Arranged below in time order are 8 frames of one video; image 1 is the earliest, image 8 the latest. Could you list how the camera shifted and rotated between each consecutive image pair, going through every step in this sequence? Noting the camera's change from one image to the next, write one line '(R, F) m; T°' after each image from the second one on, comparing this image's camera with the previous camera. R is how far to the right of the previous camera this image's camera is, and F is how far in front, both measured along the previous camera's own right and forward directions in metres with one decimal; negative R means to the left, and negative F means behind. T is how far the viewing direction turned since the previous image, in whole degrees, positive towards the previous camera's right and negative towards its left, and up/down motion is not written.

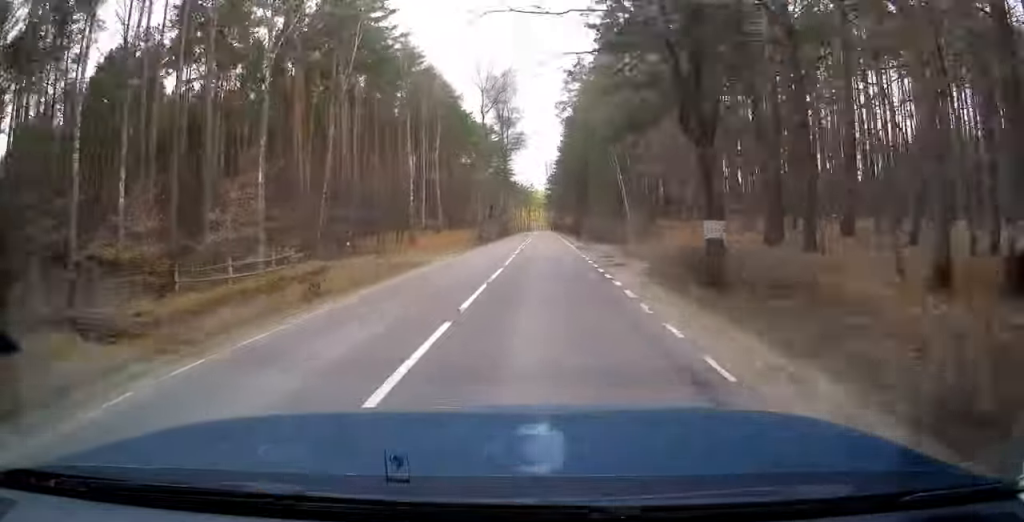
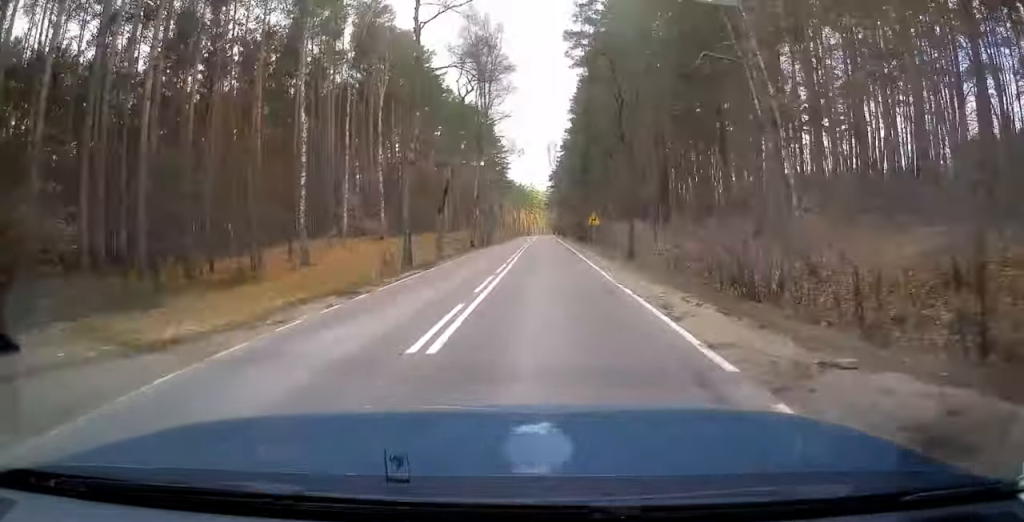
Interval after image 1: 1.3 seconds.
(-0.1, +32.2) m; 0°
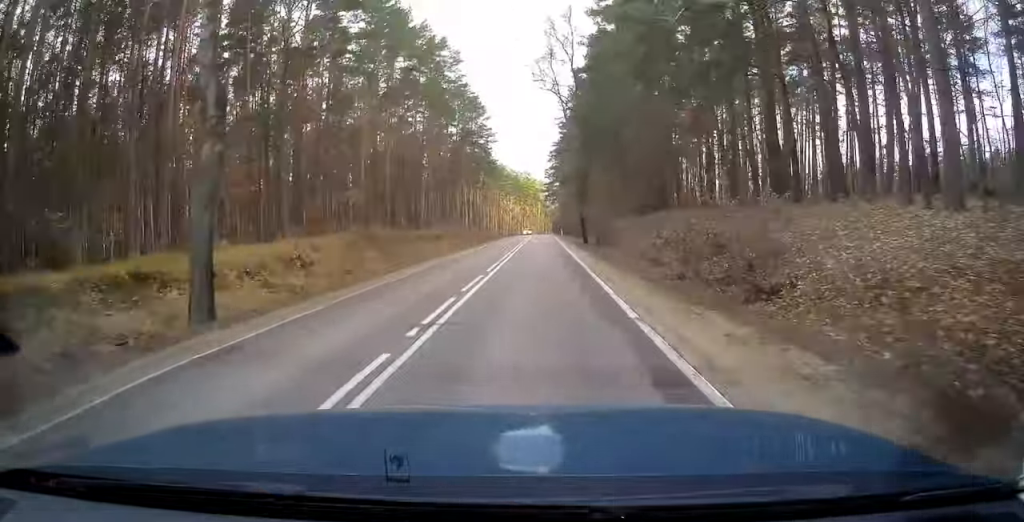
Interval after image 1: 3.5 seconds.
(+0.1, +54.6) m; 0°
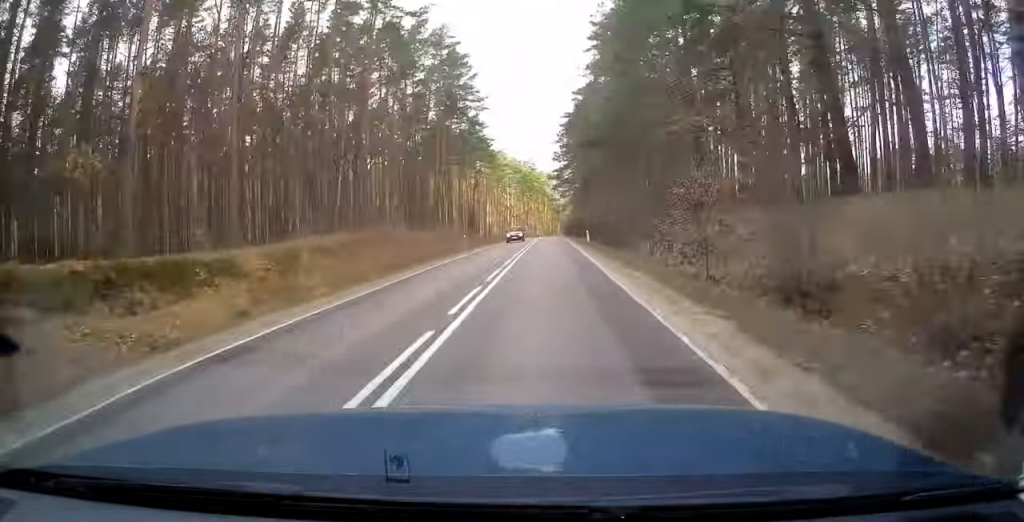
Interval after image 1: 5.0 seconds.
(-0.1, +37.3) m; 0°
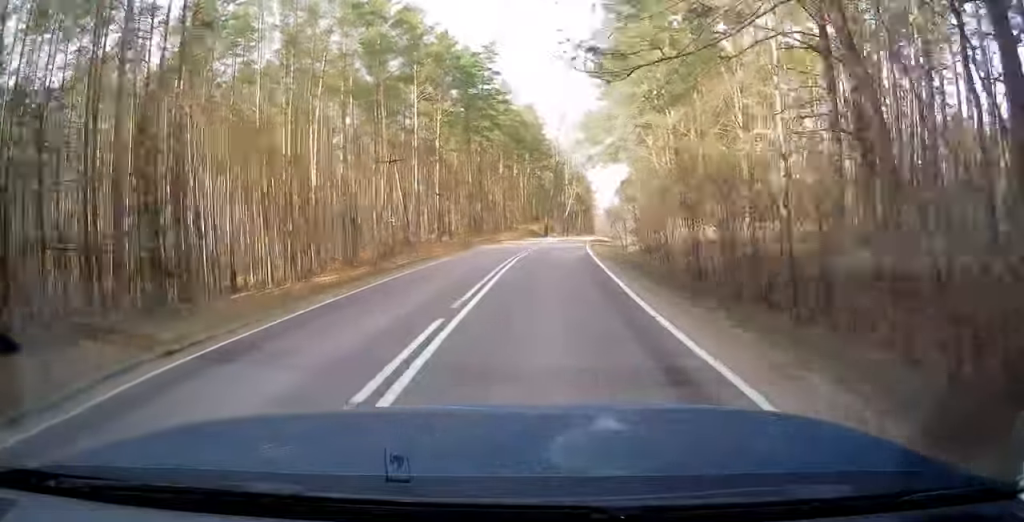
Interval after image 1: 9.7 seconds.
(+1.3, +116.3) m; +4°
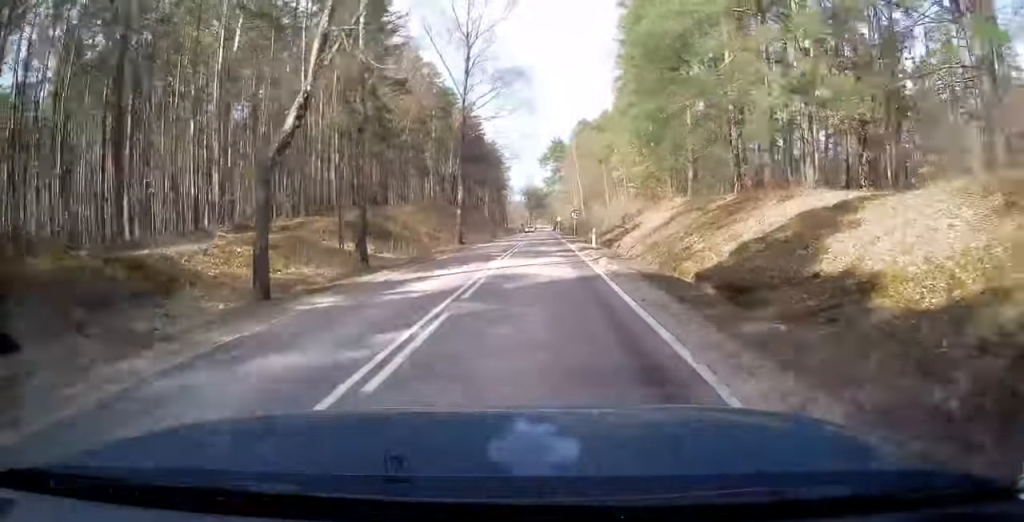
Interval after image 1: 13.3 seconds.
(+6.2, +89.3) m; +6°
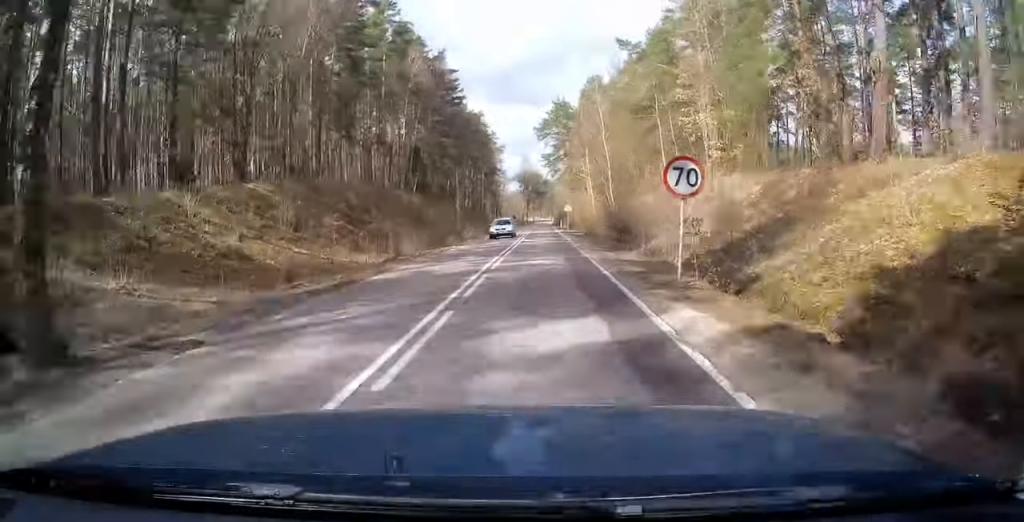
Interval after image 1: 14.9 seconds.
(+0.5, +36.5) m; +1°
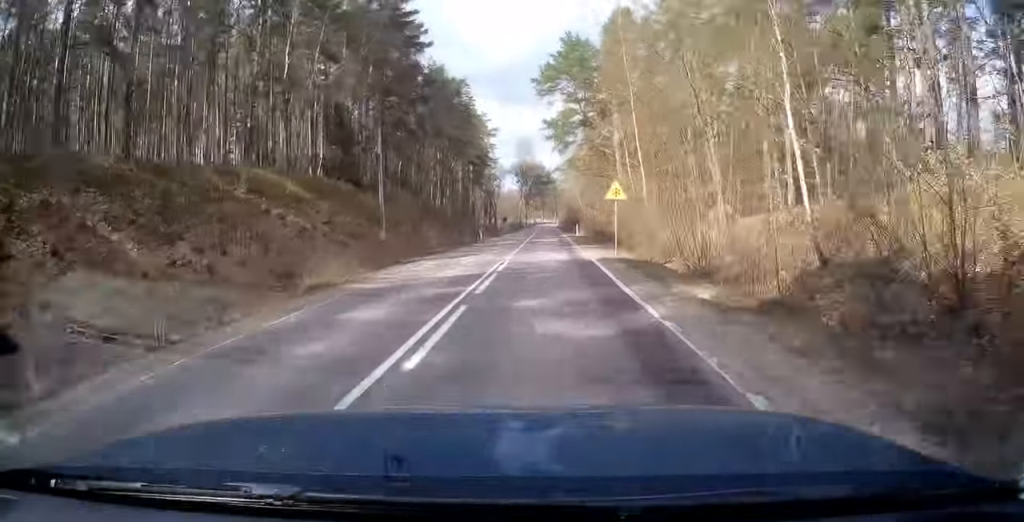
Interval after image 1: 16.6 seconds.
(-0.4, +38.0) m; 0°
